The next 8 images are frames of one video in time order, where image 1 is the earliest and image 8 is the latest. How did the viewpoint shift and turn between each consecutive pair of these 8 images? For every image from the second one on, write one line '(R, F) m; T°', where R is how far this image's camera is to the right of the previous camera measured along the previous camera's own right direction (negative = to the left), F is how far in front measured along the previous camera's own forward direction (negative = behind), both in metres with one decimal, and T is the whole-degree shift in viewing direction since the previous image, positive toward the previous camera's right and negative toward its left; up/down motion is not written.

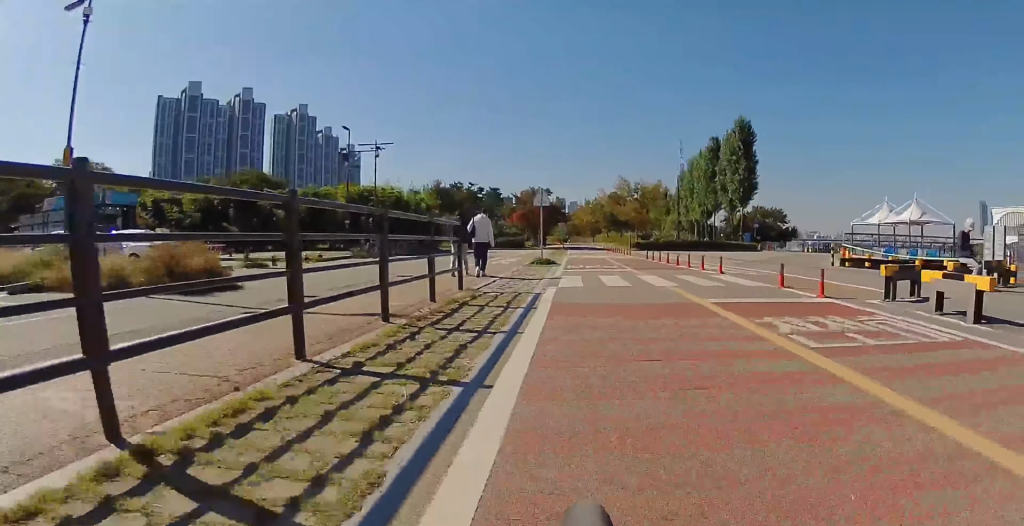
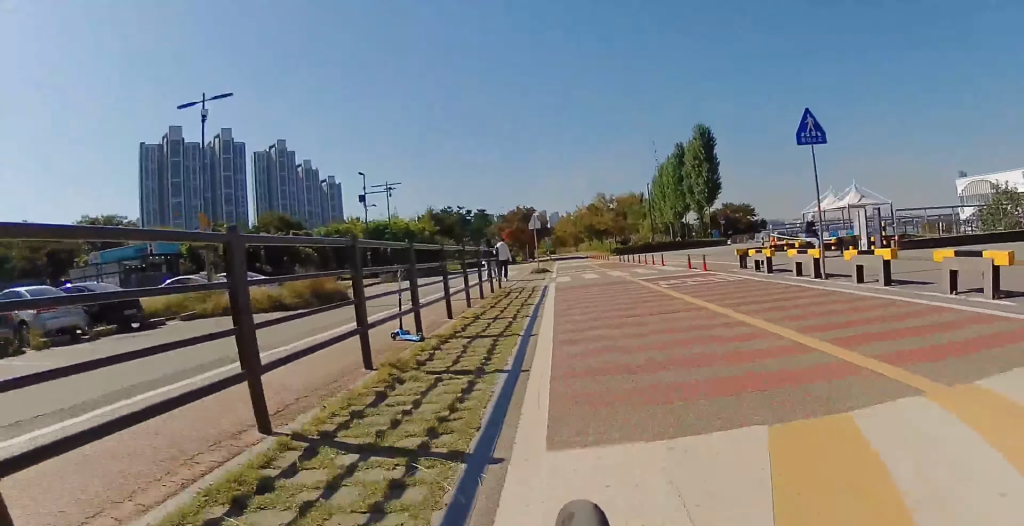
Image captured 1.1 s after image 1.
(+0.3, +7.3) m; -1°
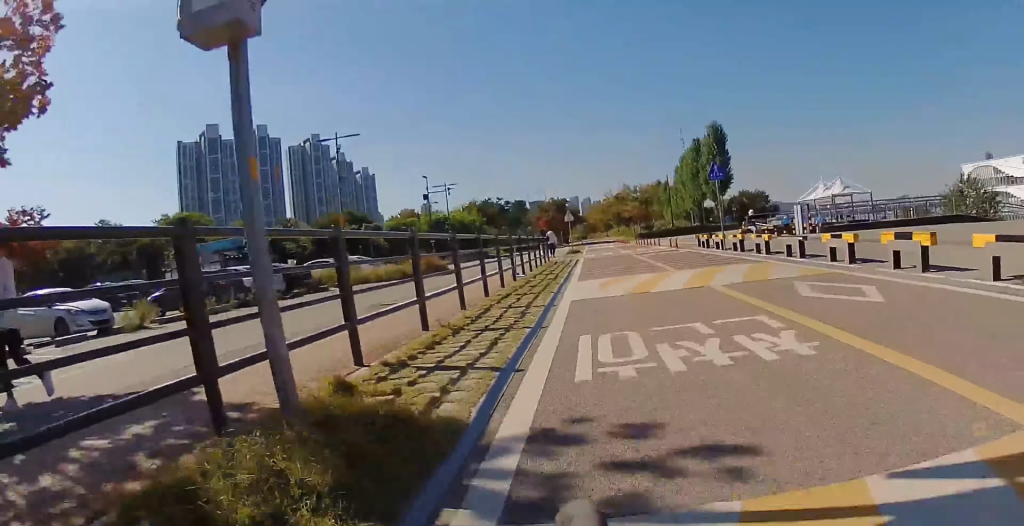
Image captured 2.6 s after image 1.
(-0.8, +9.6) m; -11°
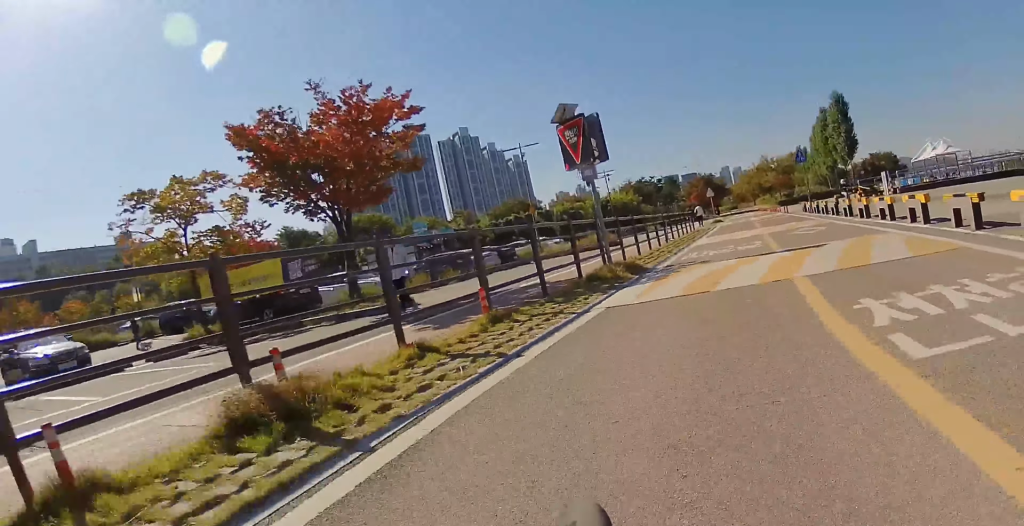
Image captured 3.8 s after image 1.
(-0.8, +8.2) m; -6°
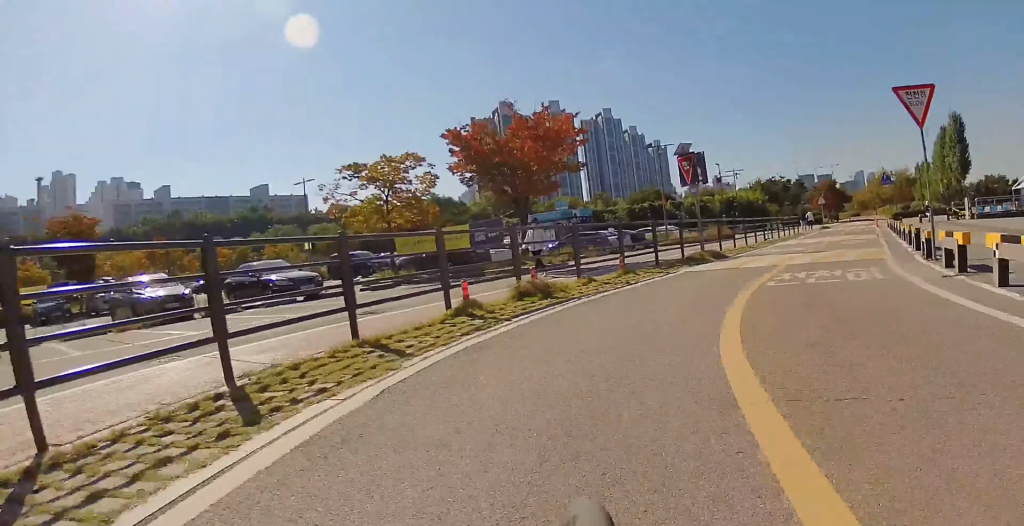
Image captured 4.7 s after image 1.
(+0.1, +5.6) m; +2°
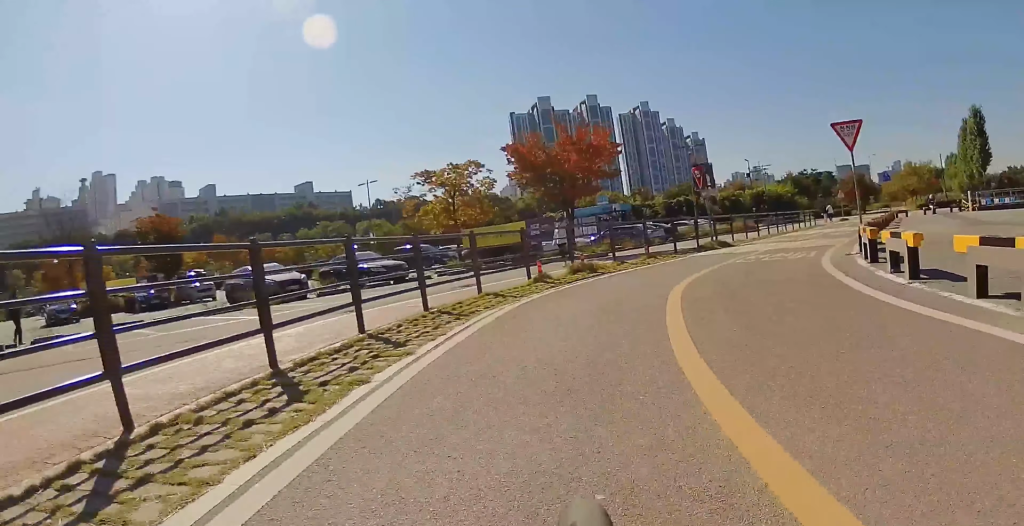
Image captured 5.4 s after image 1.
(+0.1, +4.3) m; -4°
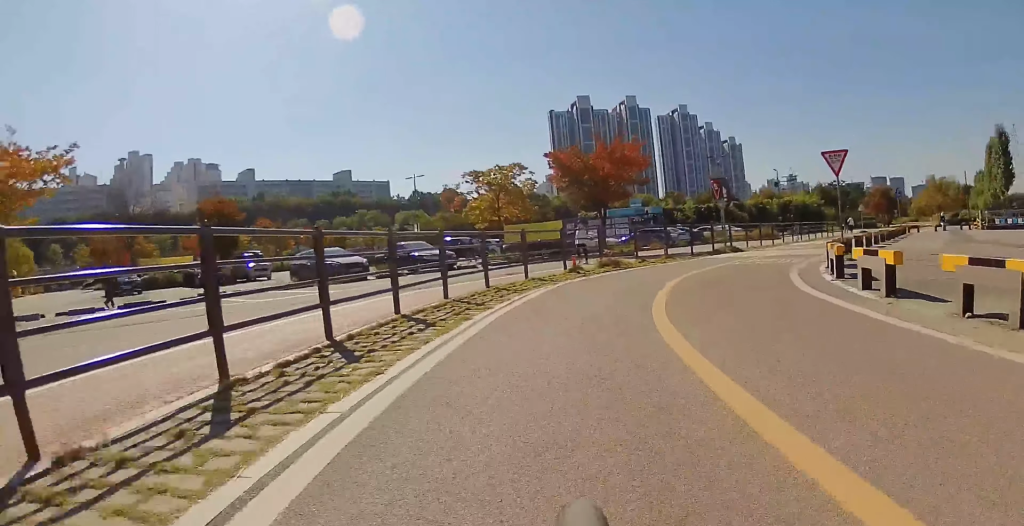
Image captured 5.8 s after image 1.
(+0.2, +2.8) m; -5°
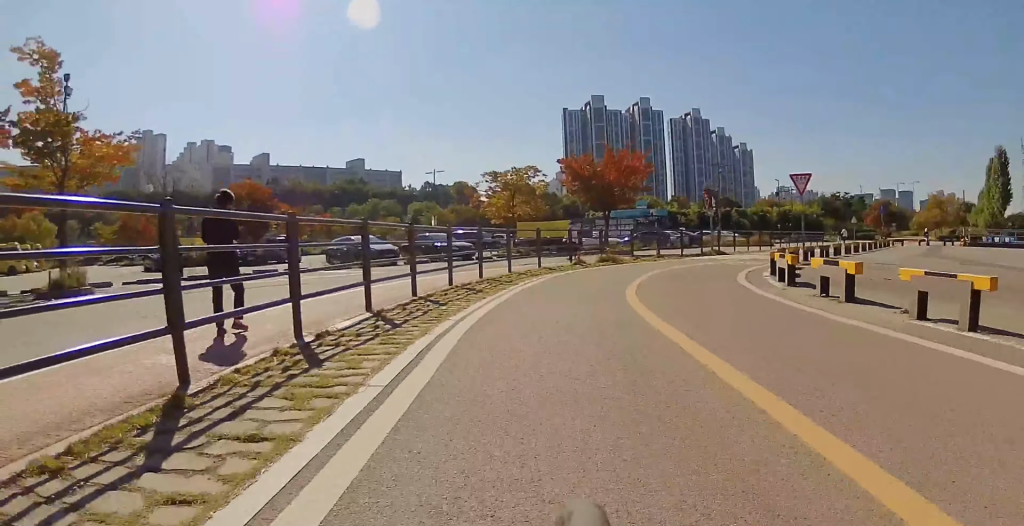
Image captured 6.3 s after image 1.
(-0.3, +3.1) m; -7°
